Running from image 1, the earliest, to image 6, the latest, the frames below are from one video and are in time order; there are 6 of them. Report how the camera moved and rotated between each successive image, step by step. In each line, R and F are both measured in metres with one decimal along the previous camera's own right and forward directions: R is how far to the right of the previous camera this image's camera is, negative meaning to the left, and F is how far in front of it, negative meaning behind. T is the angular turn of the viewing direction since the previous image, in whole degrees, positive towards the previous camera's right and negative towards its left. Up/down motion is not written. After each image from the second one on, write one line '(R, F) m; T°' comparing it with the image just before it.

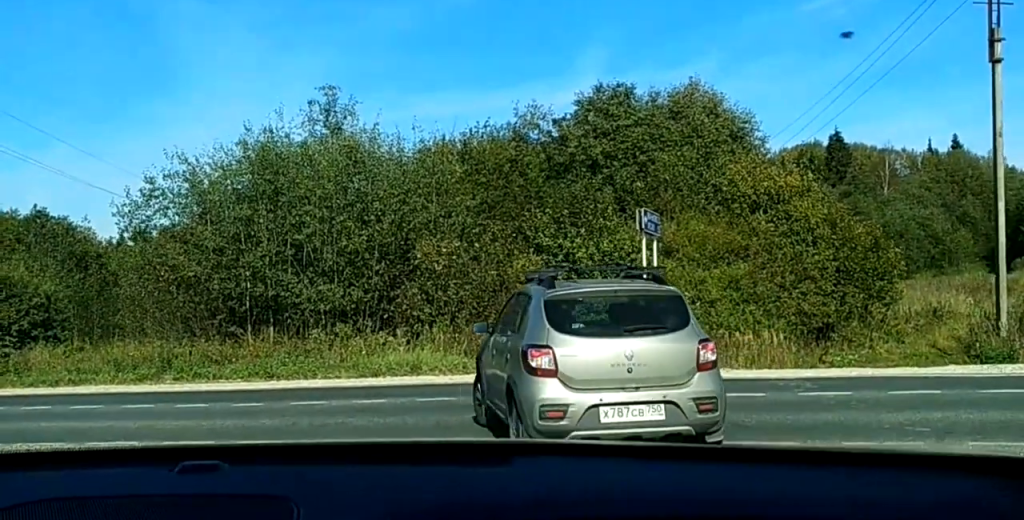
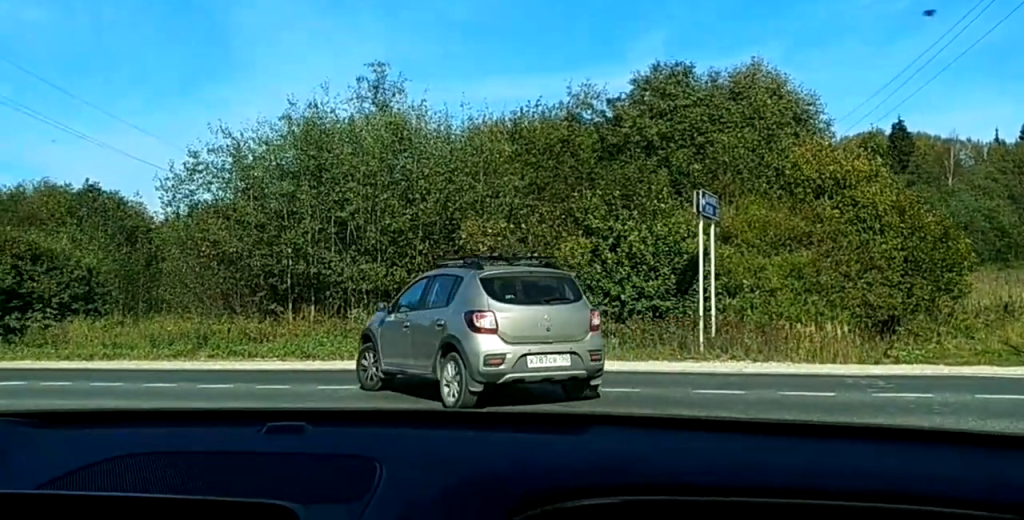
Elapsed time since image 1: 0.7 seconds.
(-0.1, -0.2) m; 0°
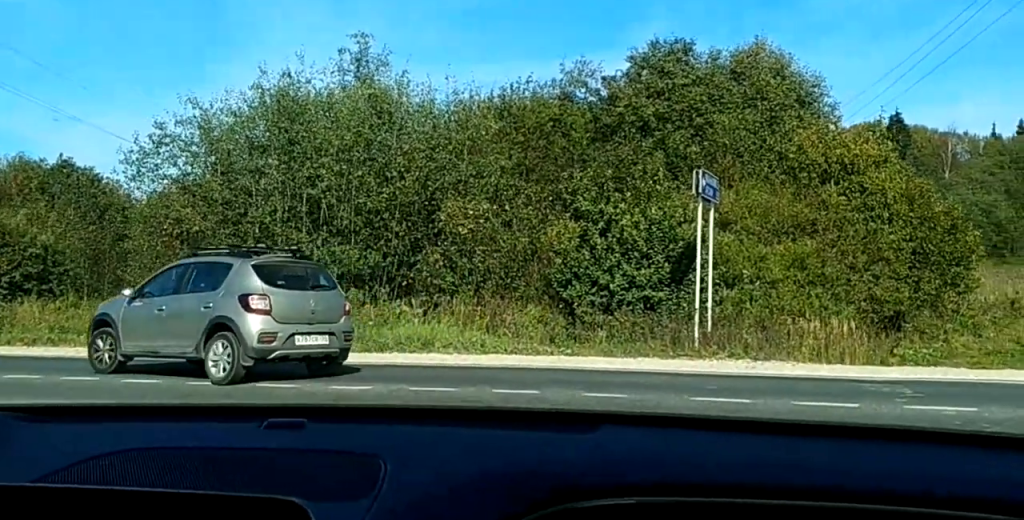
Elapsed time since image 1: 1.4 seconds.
(-0.1, 0.0) m; 0°
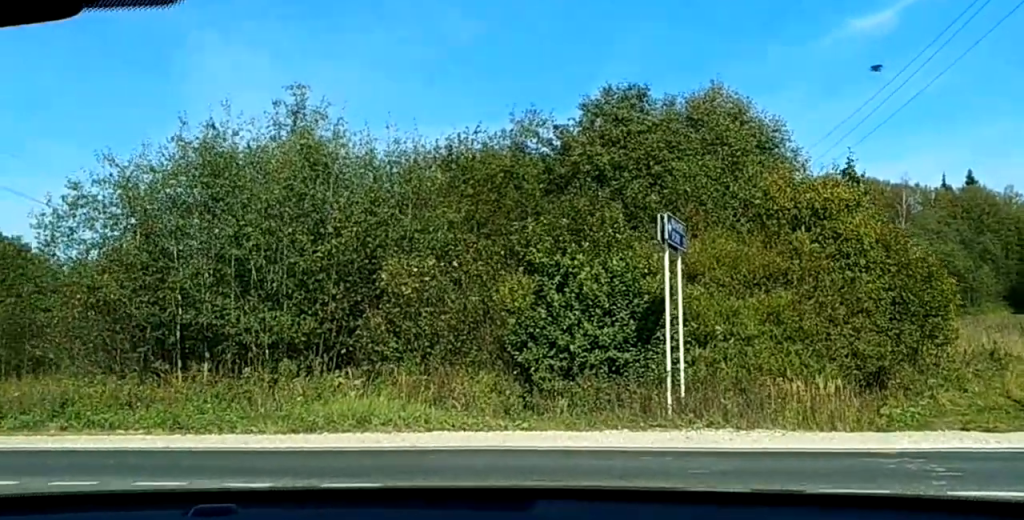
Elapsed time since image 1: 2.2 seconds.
(-0.2, 0.0) m; 0°
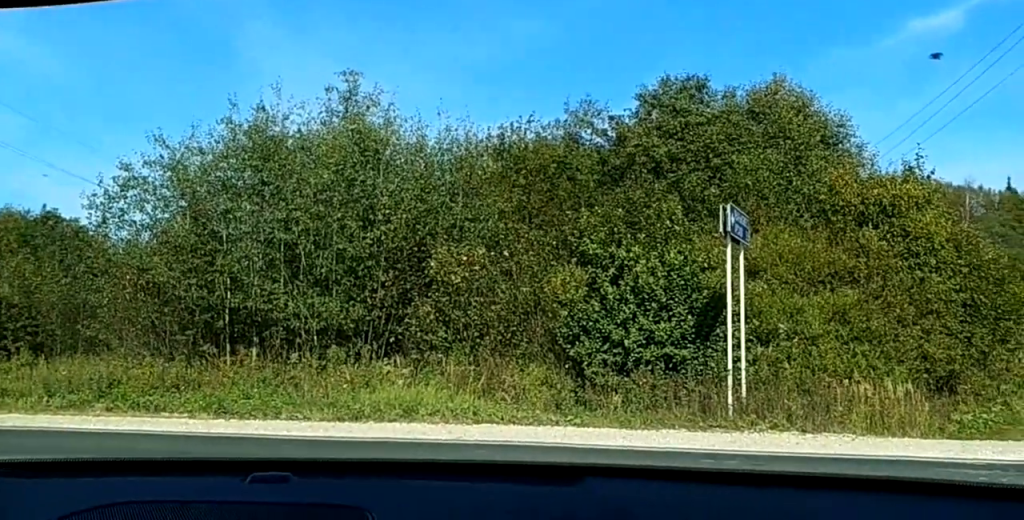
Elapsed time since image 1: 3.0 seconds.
(0.0, +0.2) m; 0°
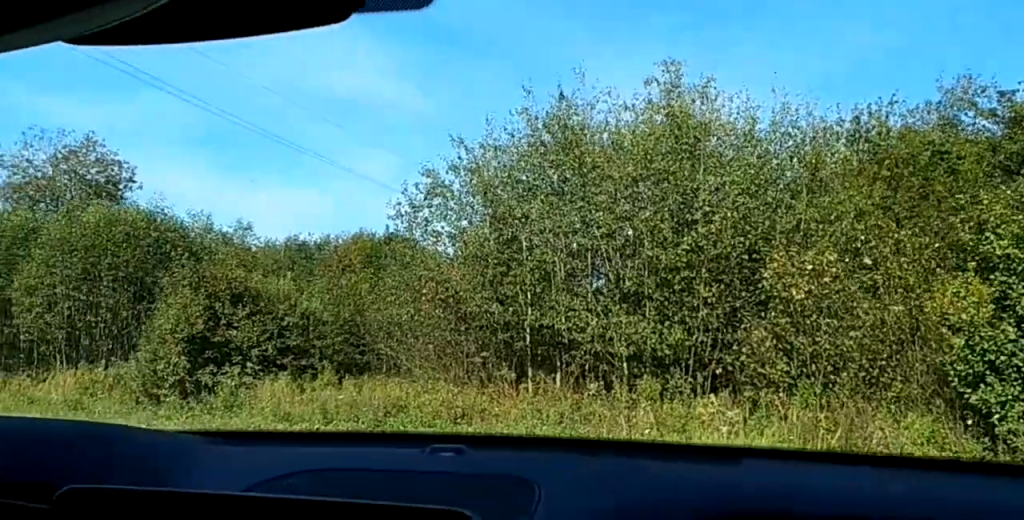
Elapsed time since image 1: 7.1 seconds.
(-2.0, +6.0) m; -47°
